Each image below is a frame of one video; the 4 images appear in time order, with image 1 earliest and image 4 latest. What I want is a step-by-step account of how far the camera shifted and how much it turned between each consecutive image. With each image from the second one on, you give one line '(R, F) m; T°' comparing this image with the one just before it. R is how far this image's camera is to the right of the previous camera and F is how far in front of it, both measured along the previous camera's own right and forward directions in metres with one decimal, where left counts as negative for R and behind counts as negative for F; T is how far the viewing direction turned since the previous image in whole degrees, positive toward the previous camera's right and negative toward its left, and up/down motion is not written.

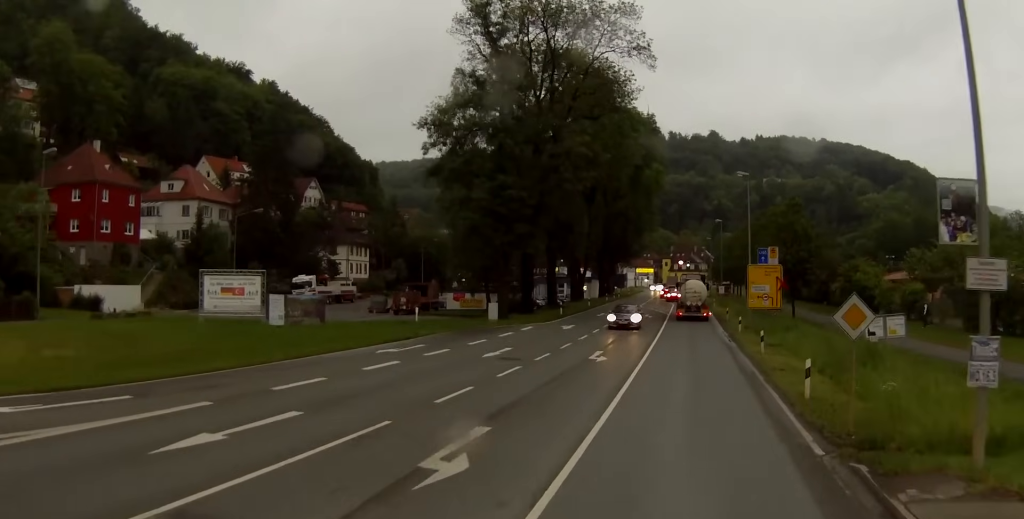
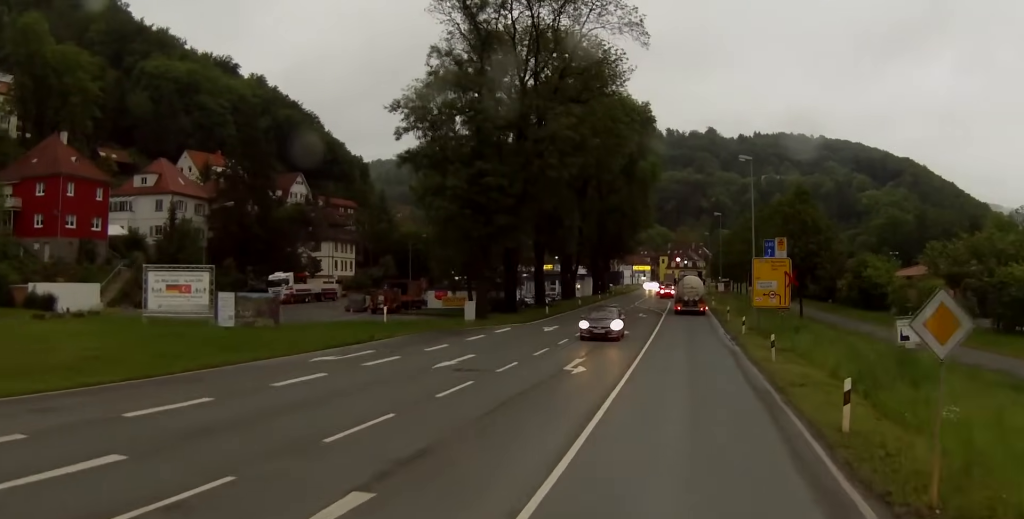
(0.0, +5.2) m; 0°
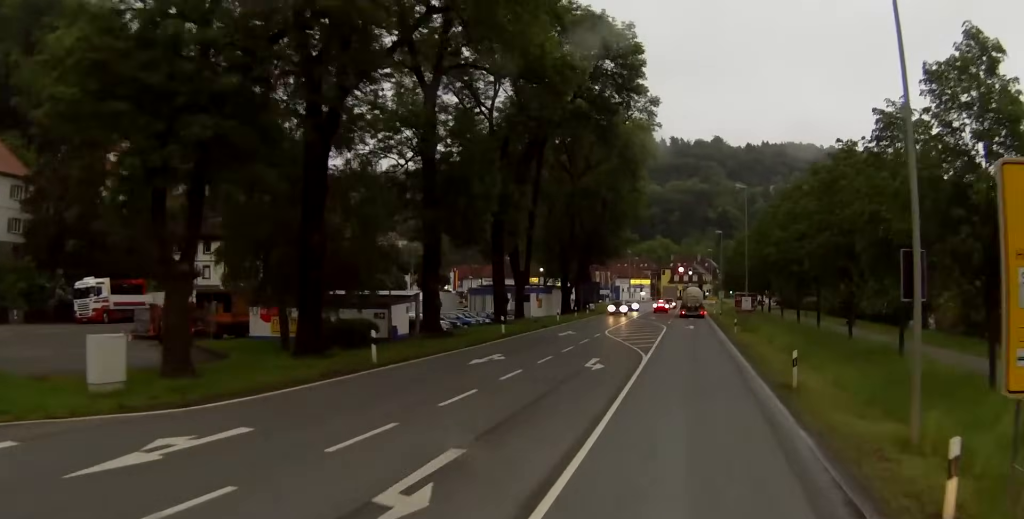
(0.0, +34.0) m; +1°
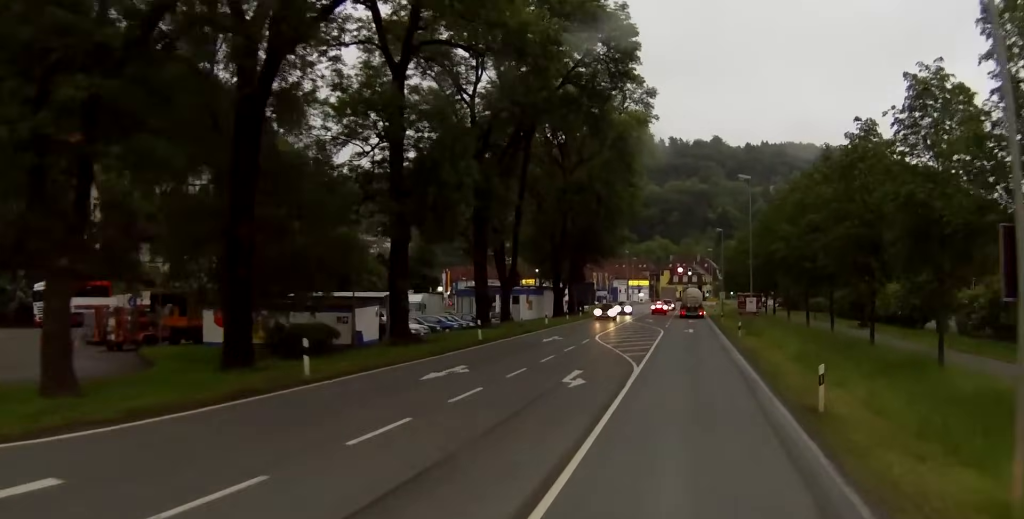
(+0.1, +5.0) m; +1°
